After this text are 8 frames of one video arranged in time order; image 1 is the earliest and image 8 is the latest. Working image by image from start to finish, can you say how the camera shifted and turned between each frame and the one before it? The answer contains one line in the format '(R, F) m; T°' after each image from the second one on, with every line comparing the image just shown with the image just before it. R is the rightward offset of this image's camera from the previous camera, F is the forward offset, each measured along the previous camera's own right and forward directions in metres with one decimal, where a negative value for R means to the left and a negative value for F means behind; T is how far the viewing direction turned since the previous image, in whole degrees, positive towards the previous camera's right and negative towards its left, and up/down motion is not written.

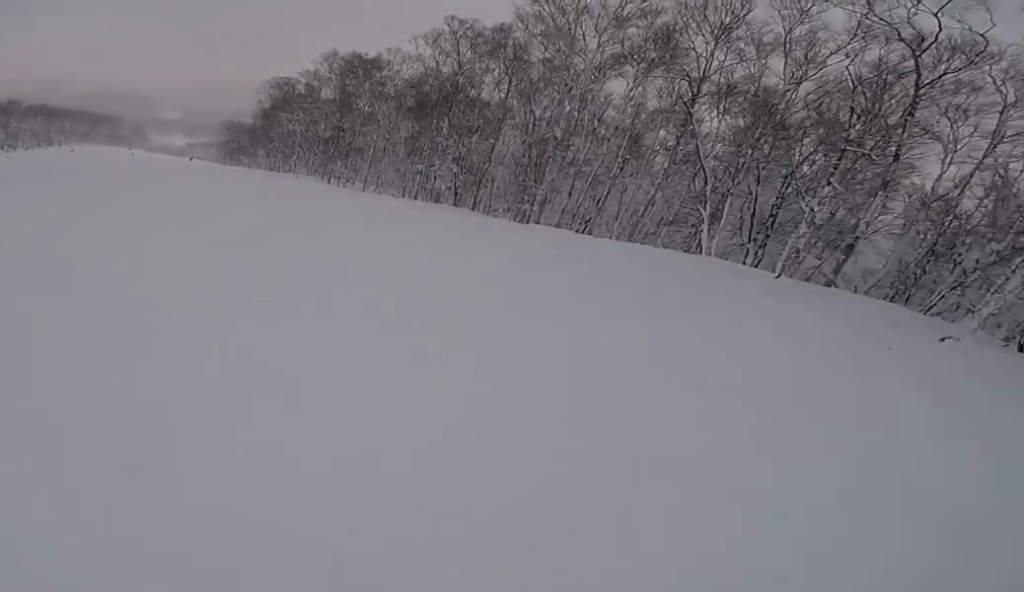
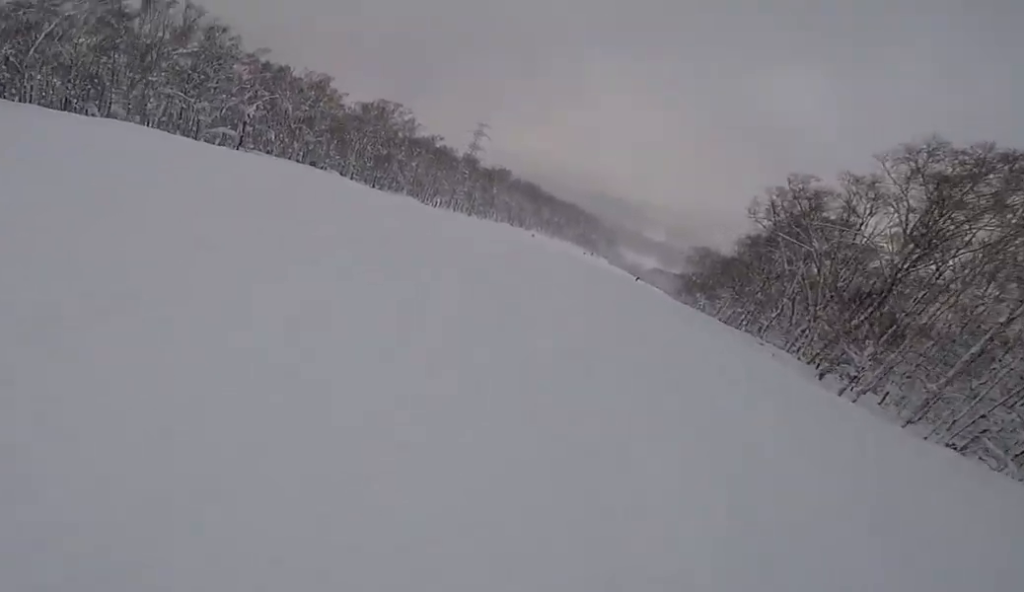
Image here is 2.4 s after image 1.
(-10.5, +21.8) m; -46°
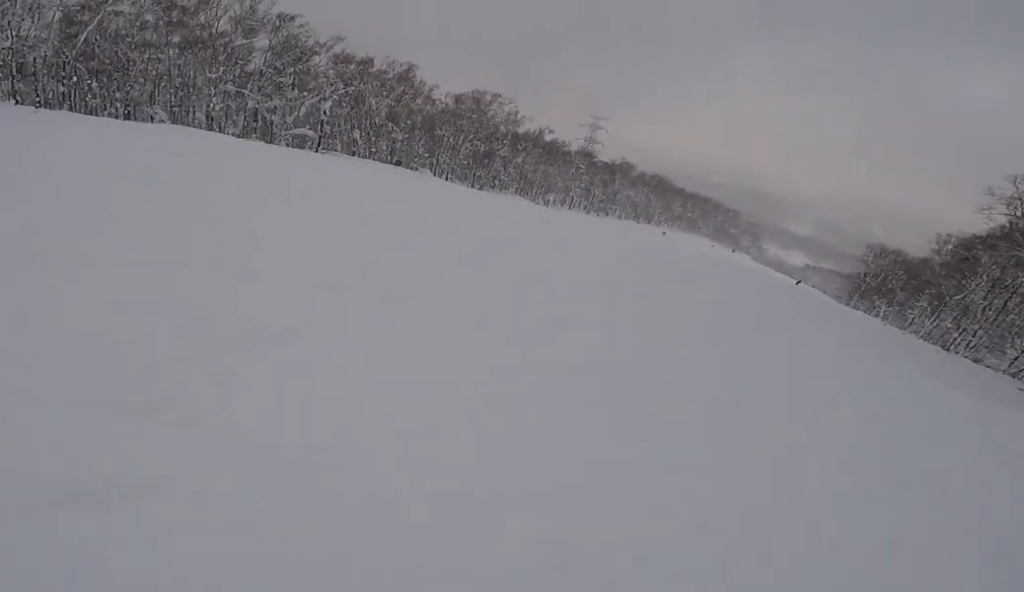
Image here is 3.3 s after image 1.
(-1.0, +9.6) m; -8°
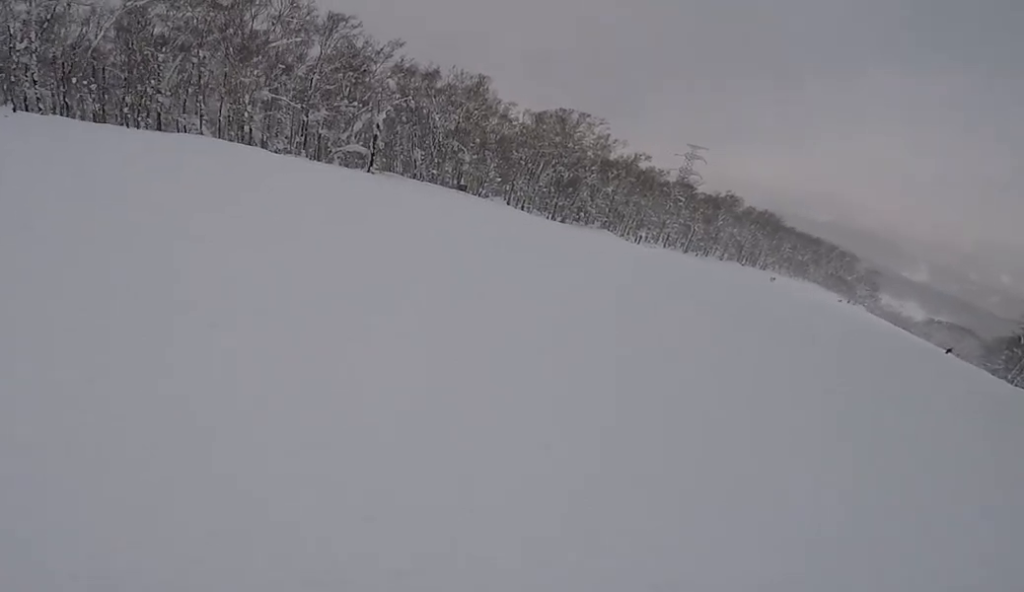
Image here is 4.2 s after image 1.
(-0.2, +9.9) m; -6°
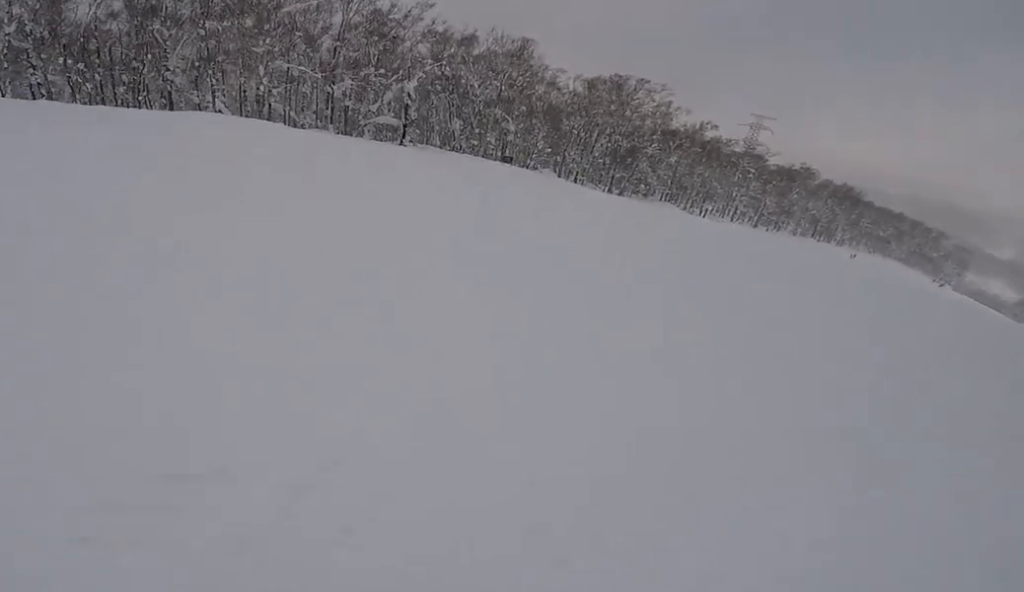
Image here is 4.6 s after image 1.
(-0.4, +4.5) m; -1°
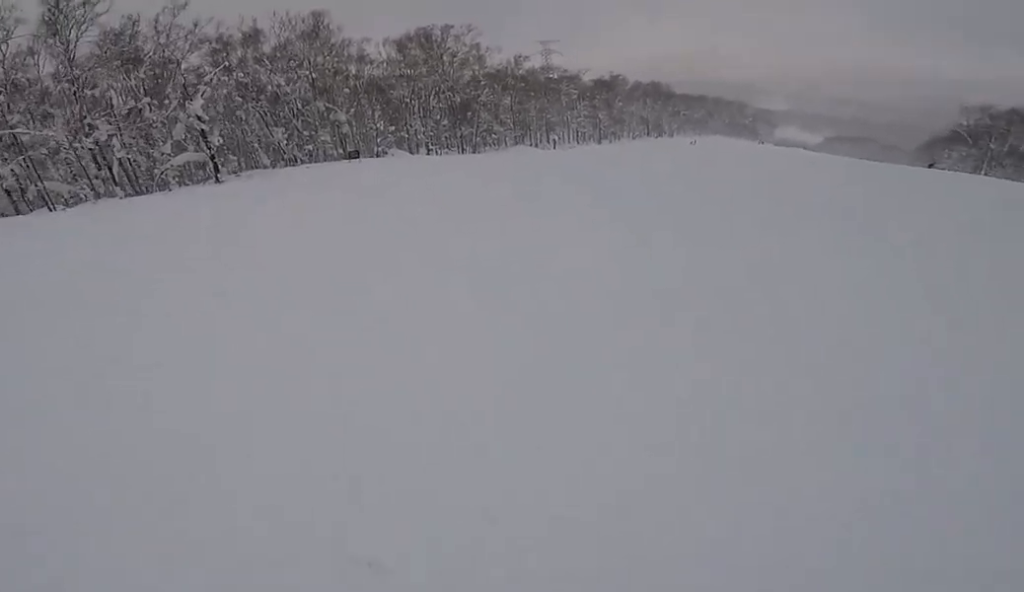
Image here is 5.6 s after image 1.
(-0.2, +11.1) m; +7°
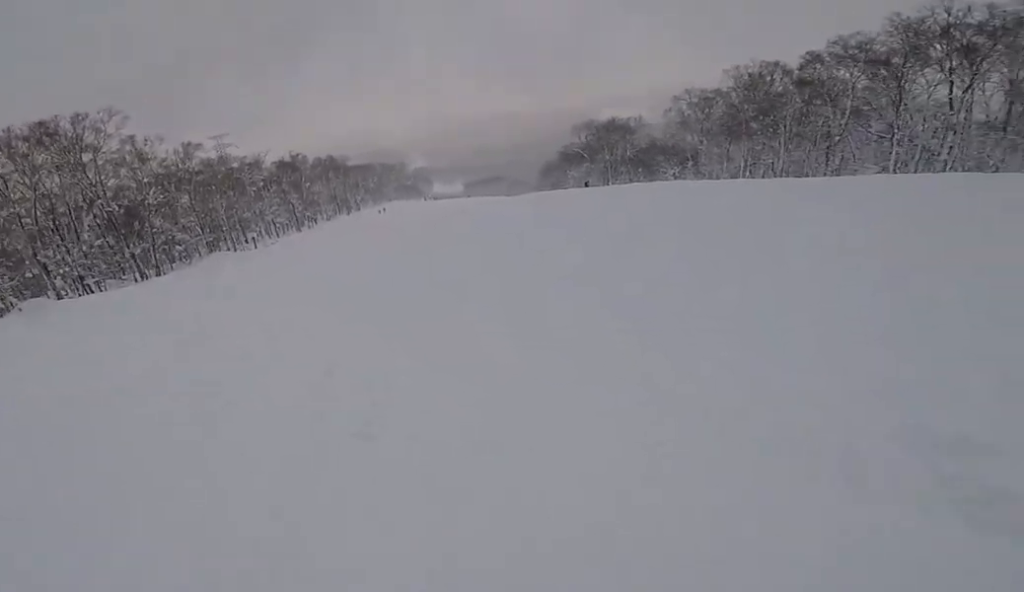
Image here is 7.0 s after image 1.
(+3.0, +14.2) m; +33°
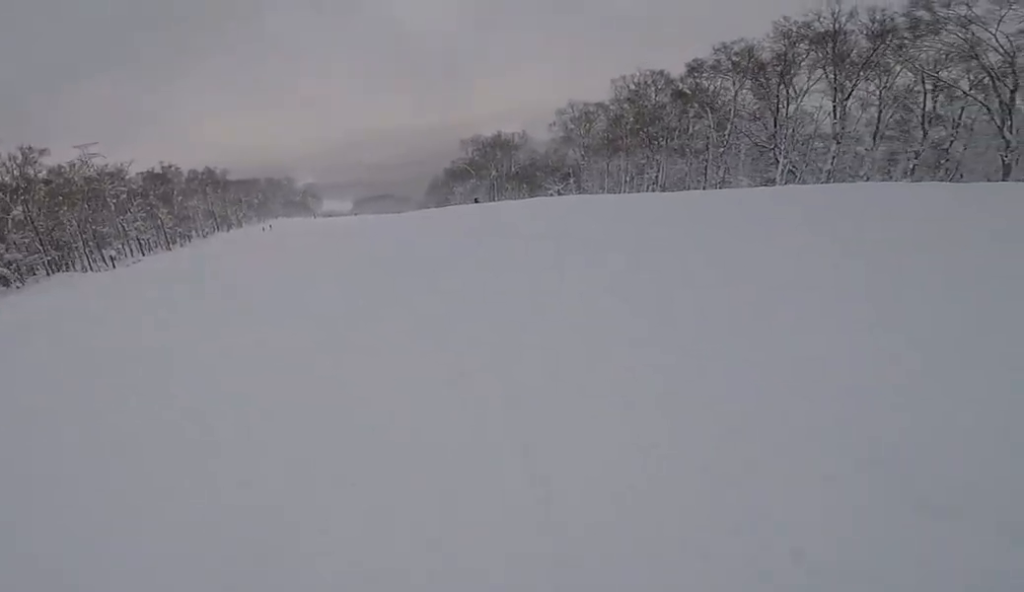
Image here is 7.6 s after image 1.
(+1.2, +5.5) m; +11°
